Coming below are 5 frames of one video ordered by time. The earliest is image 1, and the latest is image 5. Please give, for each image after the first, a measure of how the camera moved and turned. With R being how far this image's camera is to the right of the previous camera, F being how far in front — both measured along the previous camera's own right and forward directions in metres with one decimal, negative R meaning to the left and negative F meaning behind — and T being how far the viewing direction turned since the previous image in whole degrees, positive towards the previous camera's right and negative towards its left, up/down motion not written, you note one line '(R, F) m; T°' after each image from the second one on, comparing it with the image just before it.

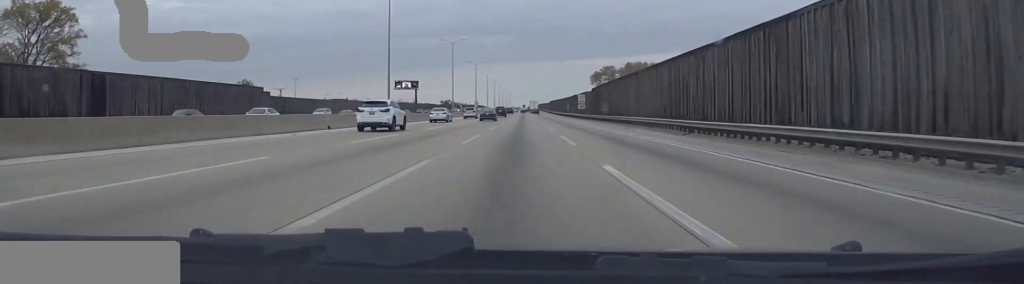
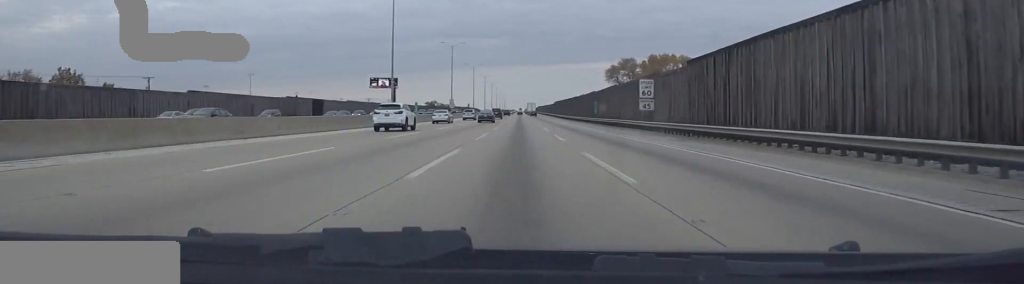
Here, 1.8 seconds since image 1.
(-0.4, +52.8) m; -1°
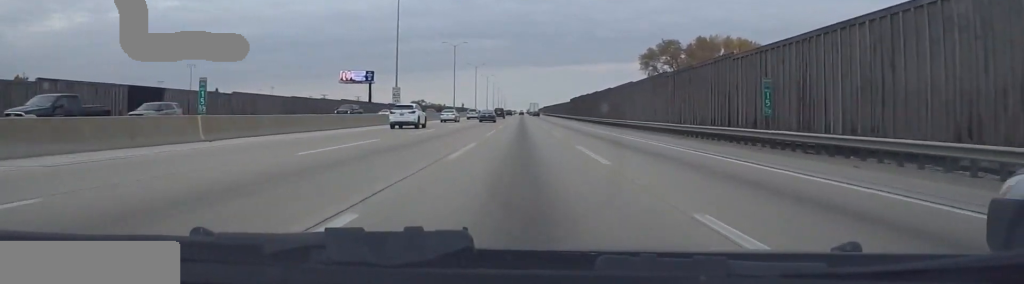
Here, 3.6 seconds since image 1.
(+0.6, +55.8) m; +1°
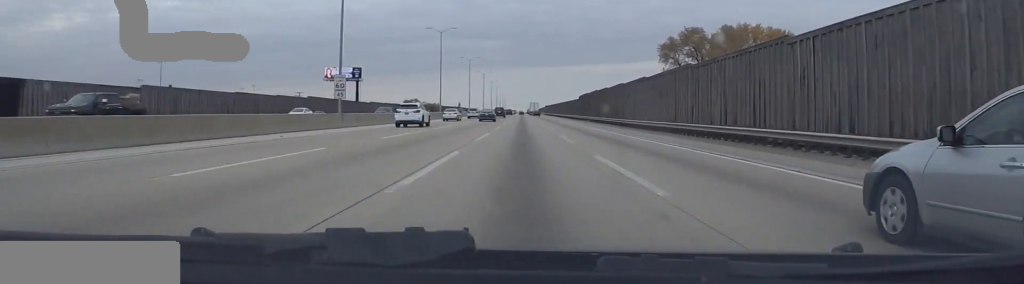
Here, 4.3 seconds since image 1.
(+0.4, +21.4) m; 0°
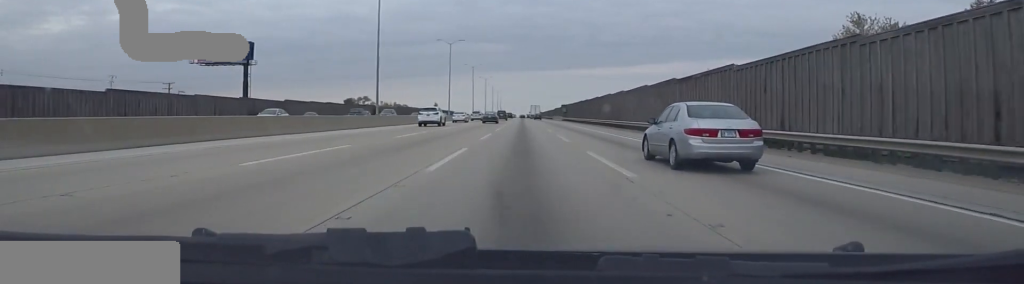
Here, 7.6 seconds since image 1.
(-1.5, +105.1) m; -1°
